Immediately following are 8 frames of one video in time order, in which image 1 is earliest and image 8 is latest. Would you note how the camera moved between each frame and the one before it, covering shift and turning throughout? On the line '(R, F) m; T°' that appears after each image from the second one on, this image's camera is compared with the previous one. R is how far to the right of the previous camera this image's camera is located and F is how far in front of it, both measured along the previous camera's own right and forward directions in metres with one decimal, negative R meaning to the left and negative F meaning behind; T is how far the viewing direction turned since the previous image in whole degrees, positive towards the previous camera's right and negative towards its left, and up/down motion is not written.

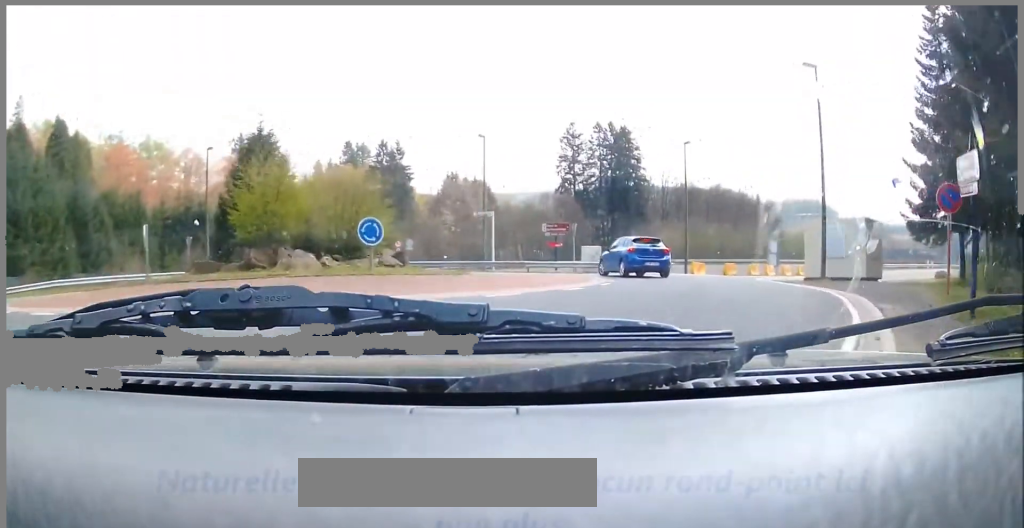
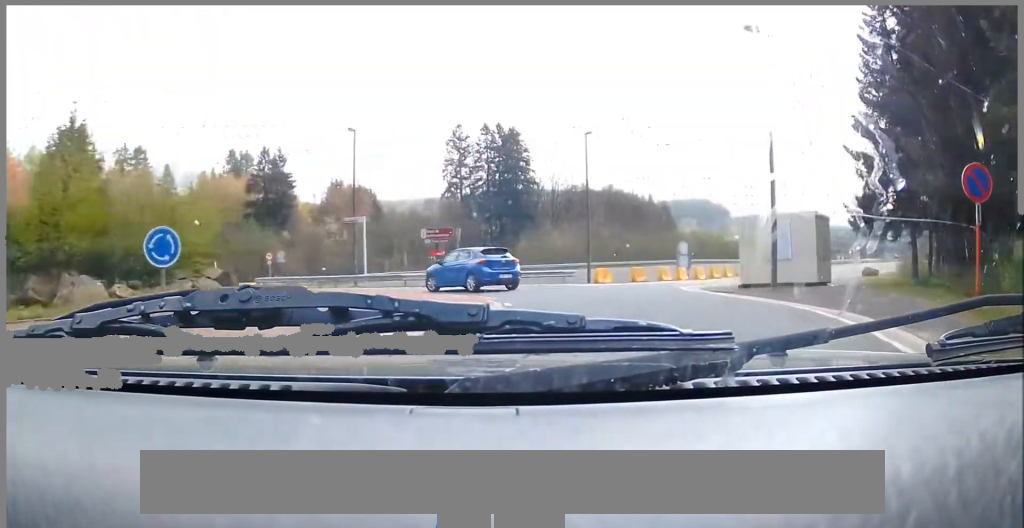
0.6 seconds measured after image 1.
(0.0, +6.0) m; +13°
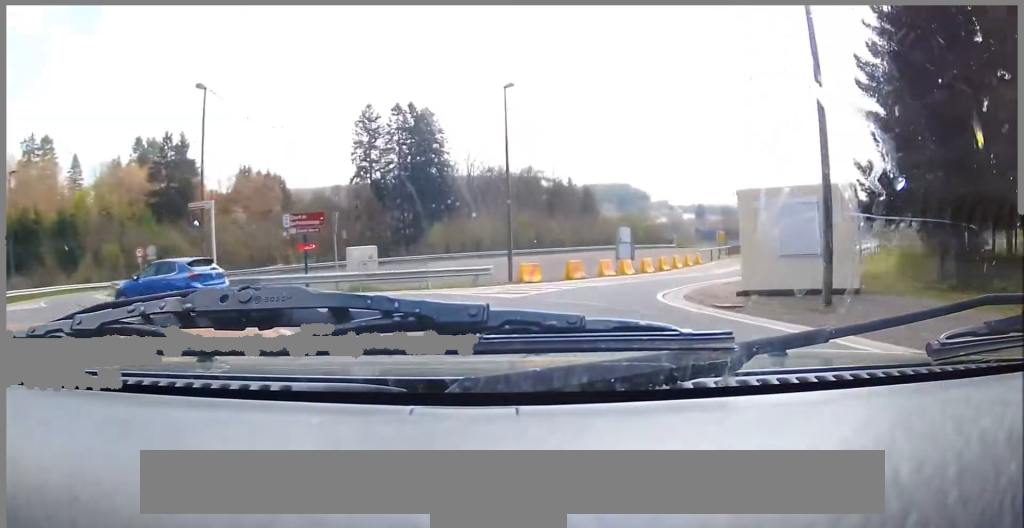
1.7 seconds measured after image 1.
(+2.7, +10.8) m; +13°
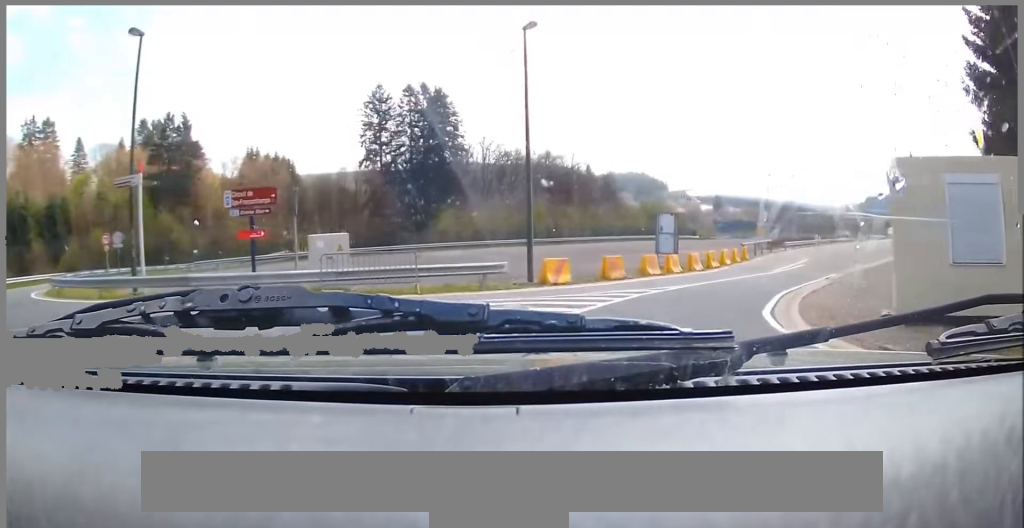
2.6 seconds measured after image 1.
(-0.2, +9.4) m; +2°
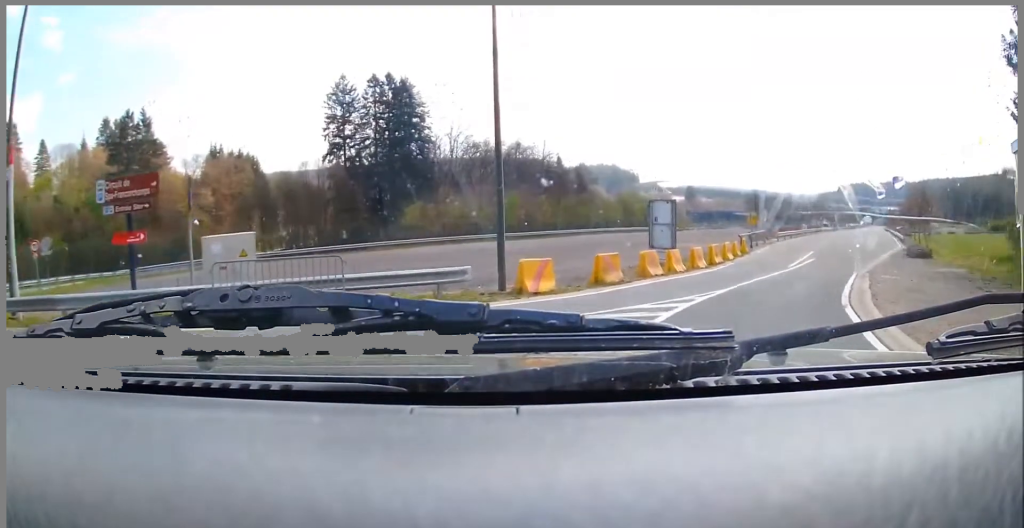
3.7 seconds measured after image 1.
(+0.5, +8.5) m; -1°
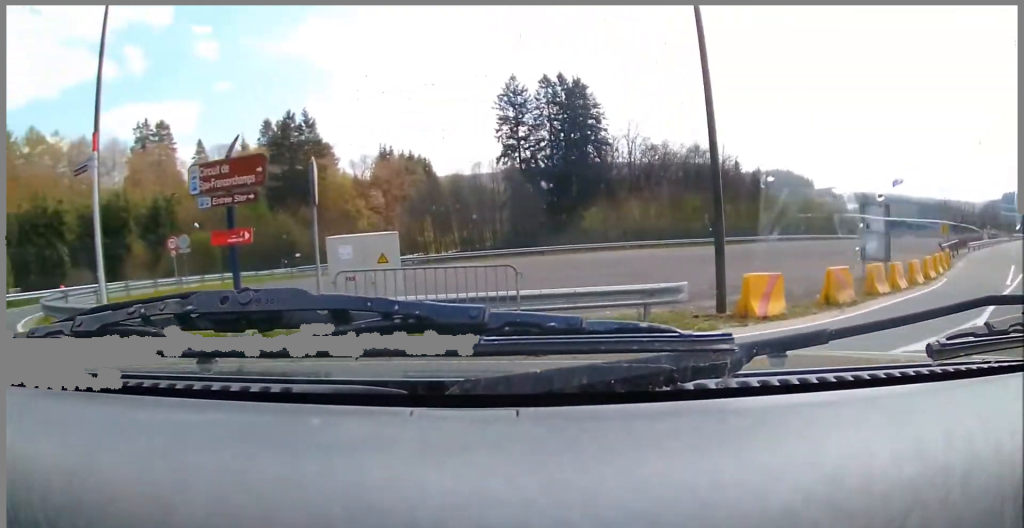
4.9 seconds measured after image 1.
(-0.9, +6.9) m; -22°
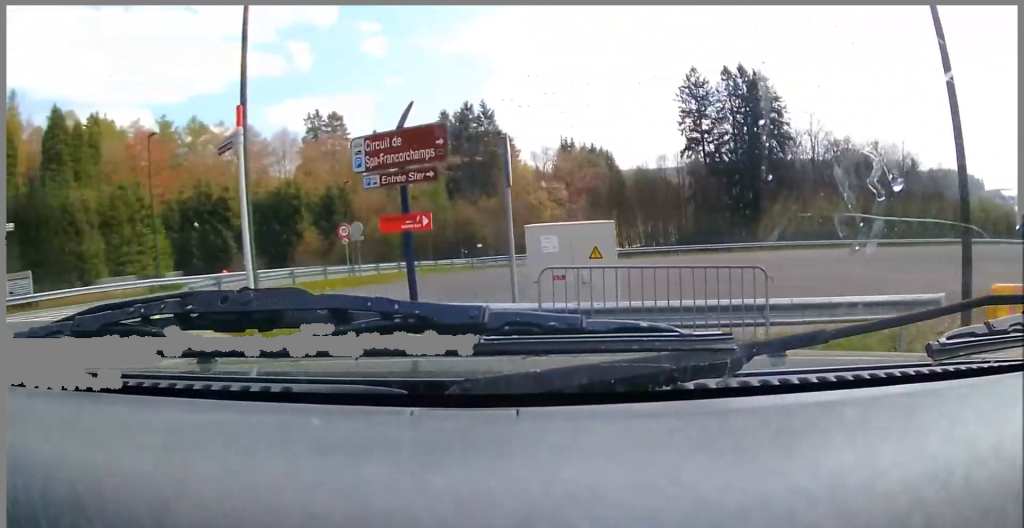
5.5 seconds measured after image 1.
(-0.6, +3.0) m; -13°
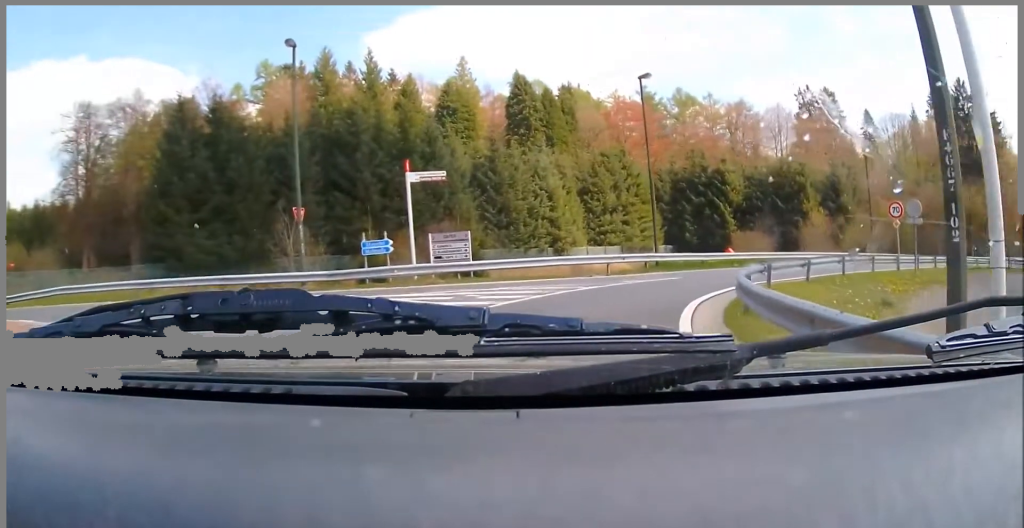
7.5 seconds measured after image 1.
(-3.5, +7.4) m; -52°
